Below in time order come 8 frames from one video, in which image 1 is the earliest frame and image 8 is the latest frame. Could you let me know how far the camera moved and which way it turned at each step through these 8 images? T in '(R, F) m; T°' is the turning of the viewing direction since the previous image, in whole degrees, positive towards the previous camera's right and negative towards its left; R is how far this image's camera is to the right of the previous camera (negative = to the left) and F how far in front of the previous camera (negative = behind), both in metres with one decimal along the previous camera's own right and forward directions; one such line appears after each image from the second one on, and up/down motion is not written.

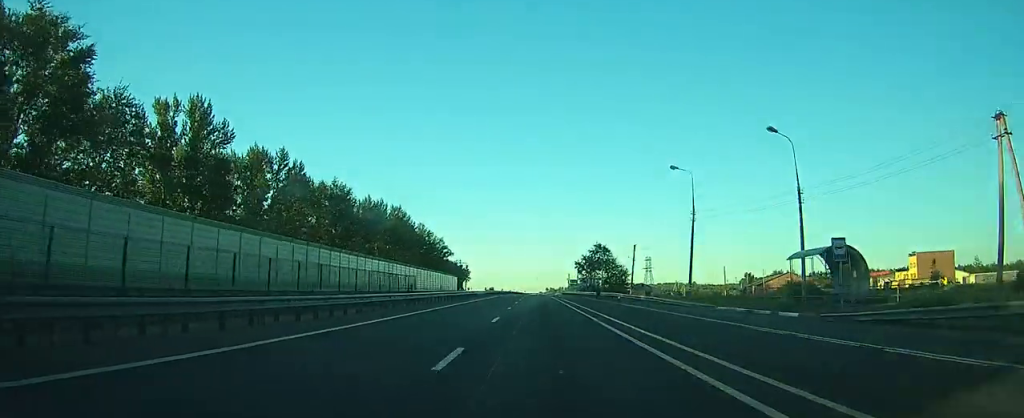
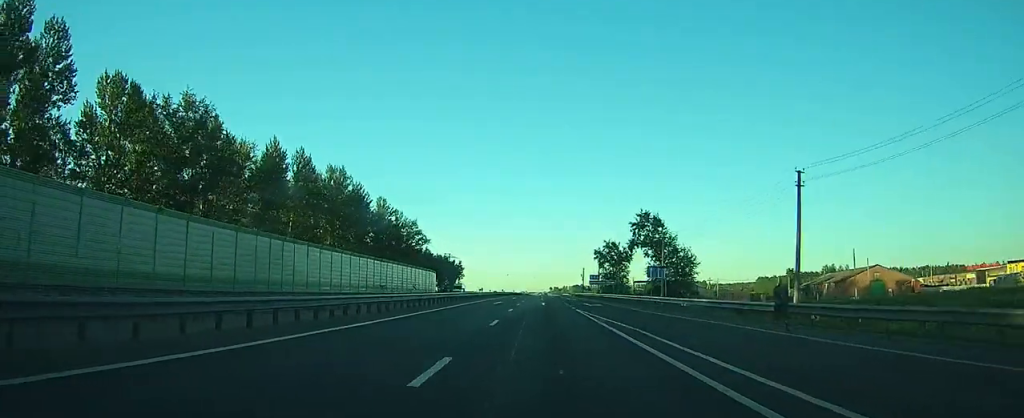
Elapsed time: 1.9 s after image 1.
(-0.1, +51.0) m; 0°
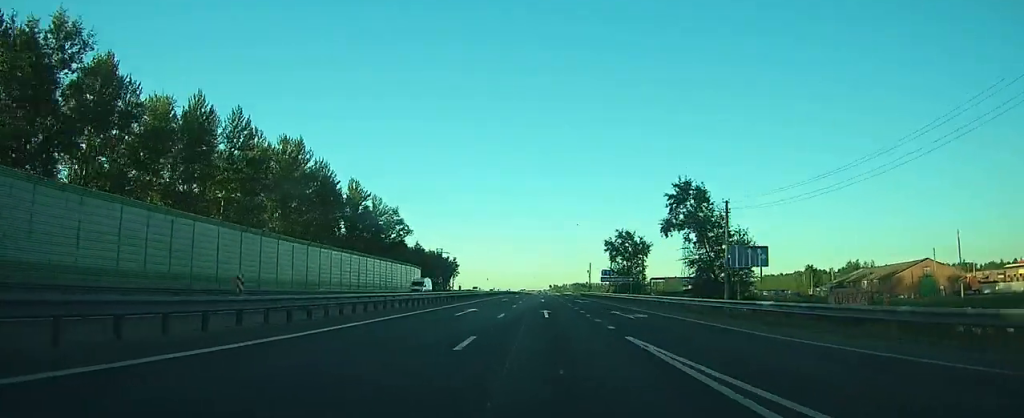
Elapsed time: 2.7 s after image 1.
(0.0, +20.4) m; 0°
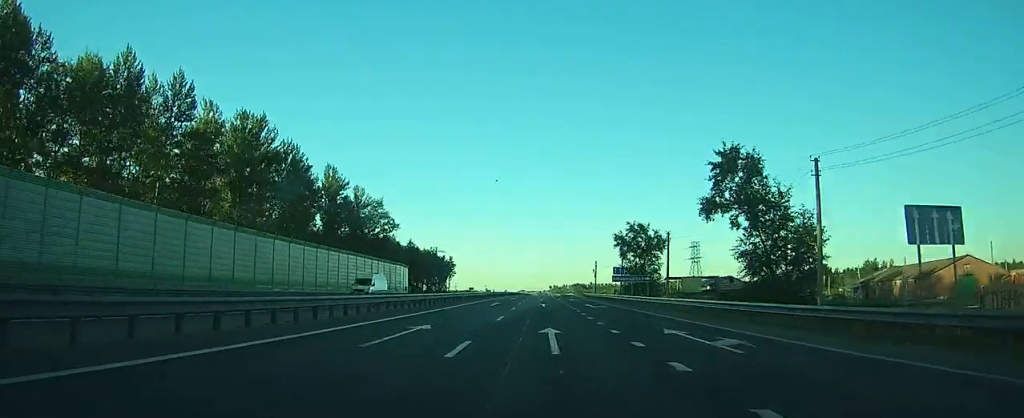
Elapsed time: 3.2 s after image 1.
(0.0, +13.3) m; 0°
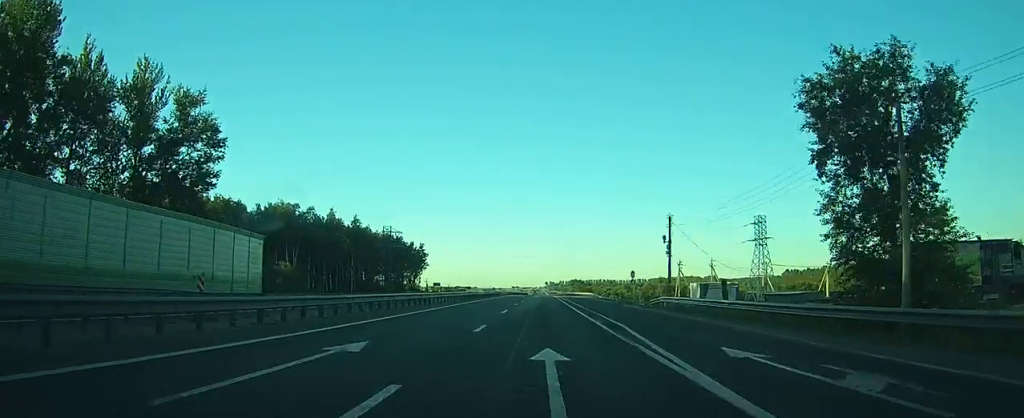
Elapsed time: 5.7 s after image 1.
(-0.1, +67.4) m; 0°
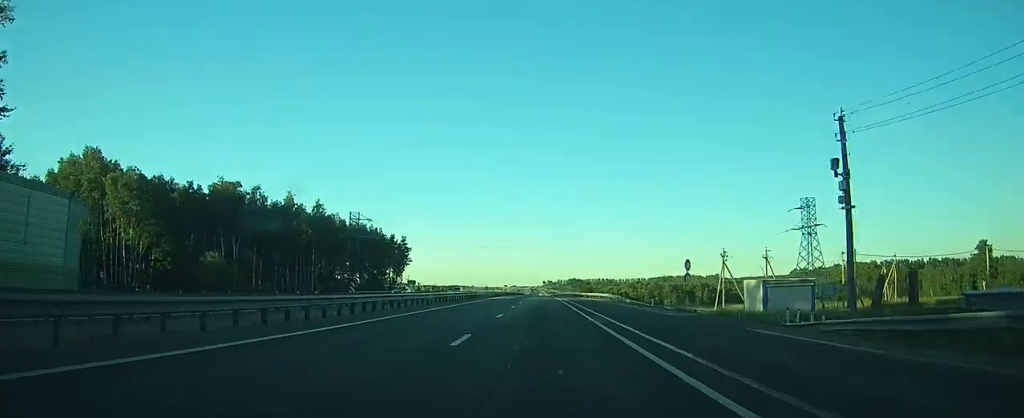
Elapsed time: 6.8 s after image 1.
(+0.1, +28.3) m; 0°
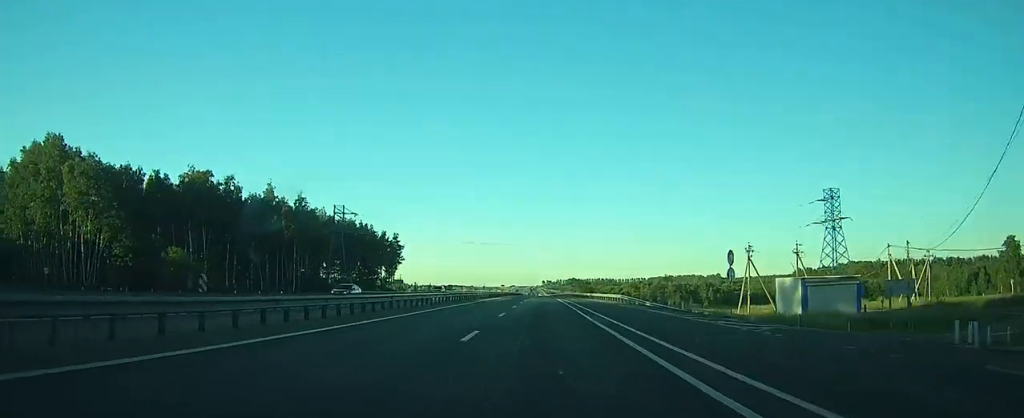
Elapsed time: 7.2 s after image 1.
(0.0, +10.6) m; 0°
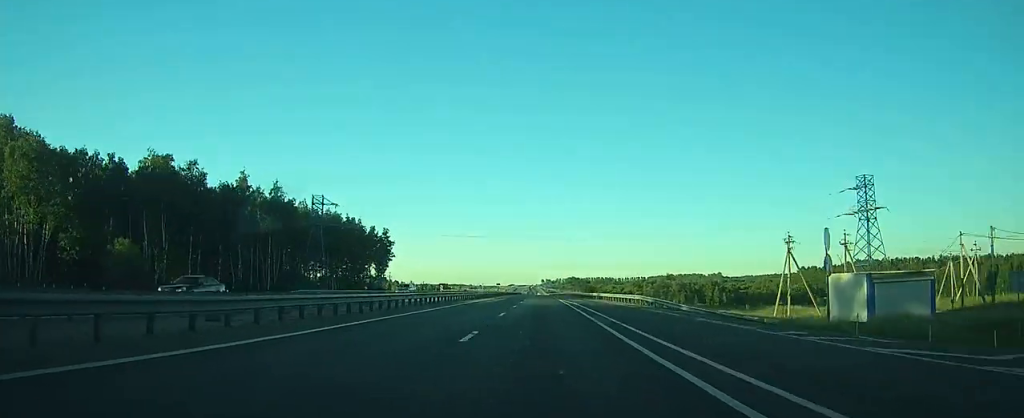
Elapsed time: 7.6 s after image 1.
(0.0, +12.4) m; 0°
